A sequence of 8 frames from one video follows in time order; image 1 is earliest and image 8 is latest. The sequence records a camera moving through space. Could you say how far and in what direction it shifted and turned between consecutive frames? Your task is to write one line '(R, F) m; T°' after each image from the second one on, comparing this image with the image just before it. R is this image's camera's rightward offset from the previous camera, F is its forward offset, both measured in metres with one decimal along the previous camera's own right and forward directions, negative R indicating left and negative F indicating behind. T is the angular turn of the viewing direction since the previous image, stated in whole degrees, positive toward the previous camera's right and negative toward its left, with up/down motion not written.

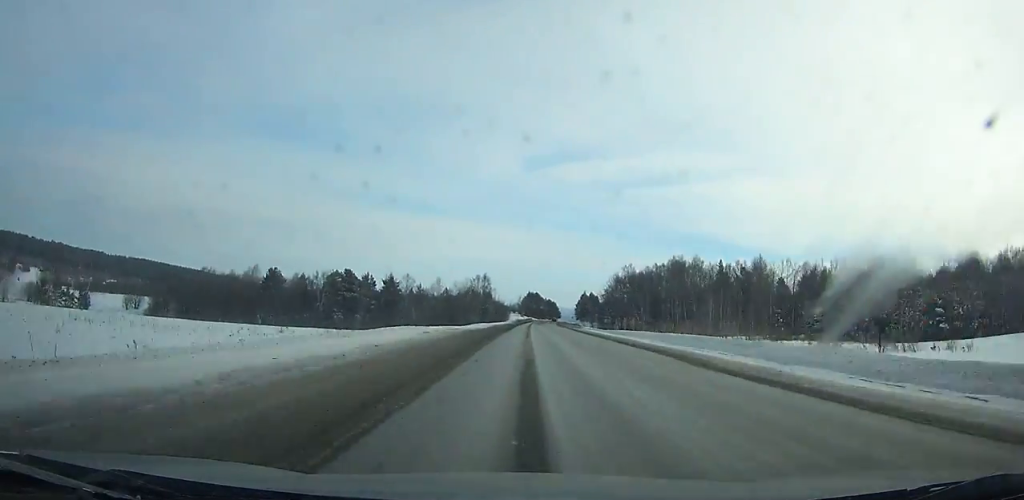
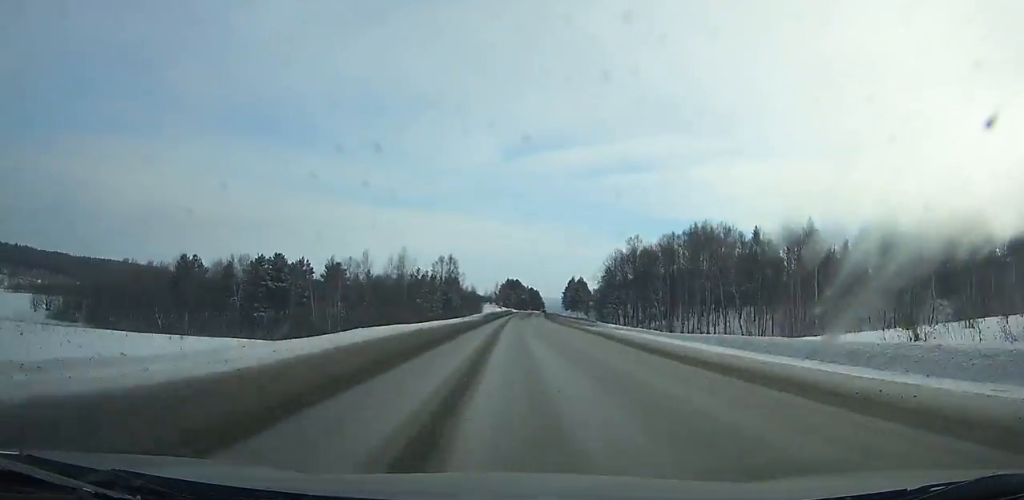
(+0.3, +42.5) m; +1°
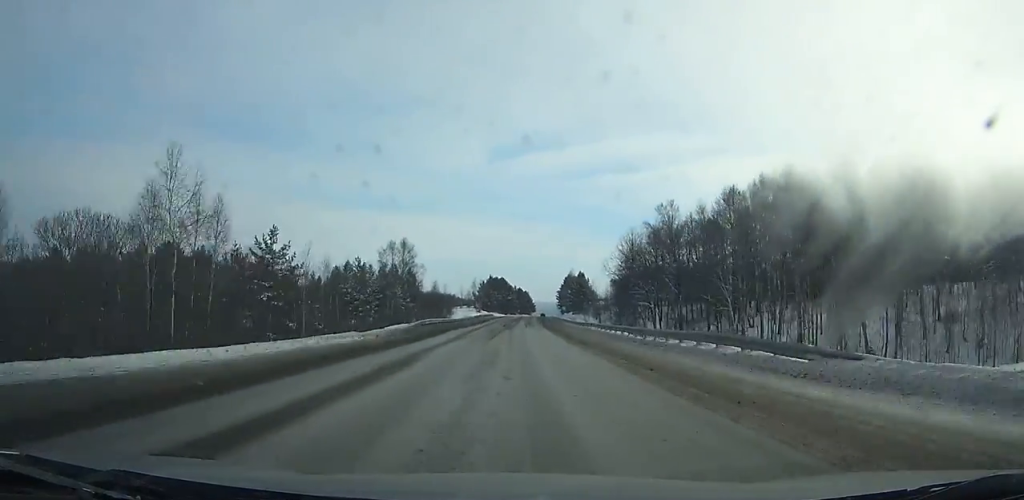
(+0.8, +45.9) m; +1°
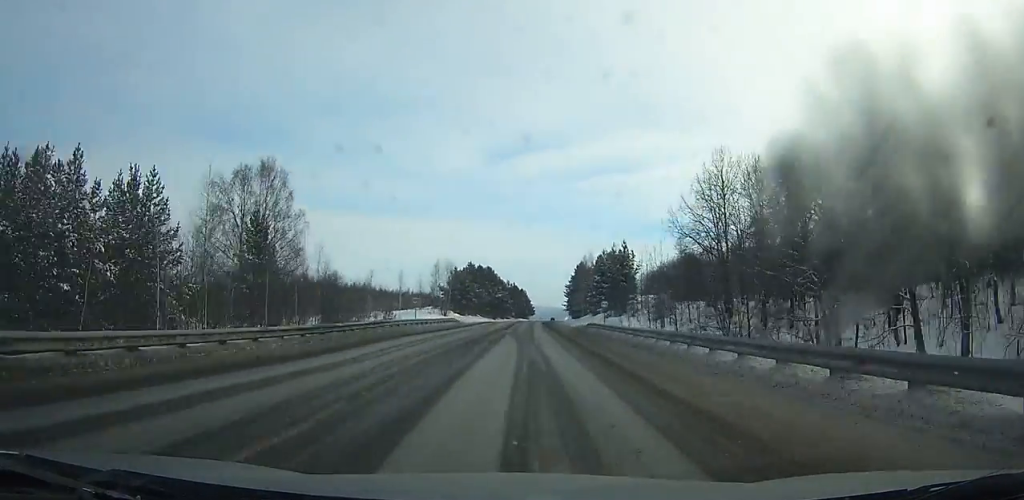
(+0.5, +61.8) m; +1°
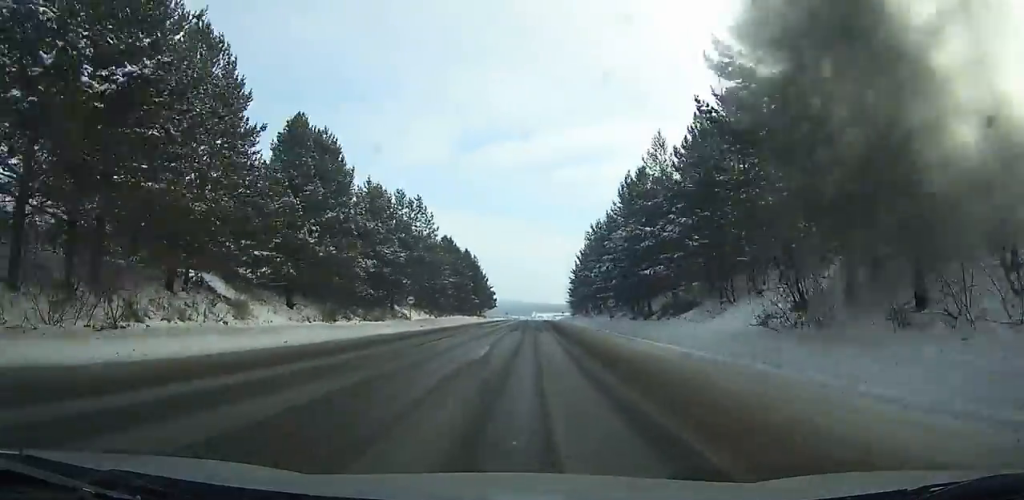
(+1.9, +144.6) m; +2°
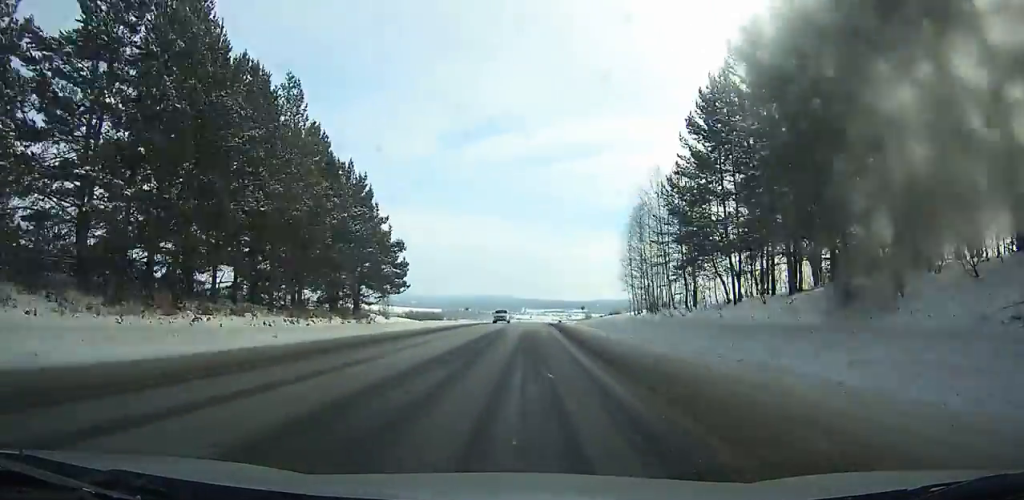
(+2.5, +99.8) m; +2°
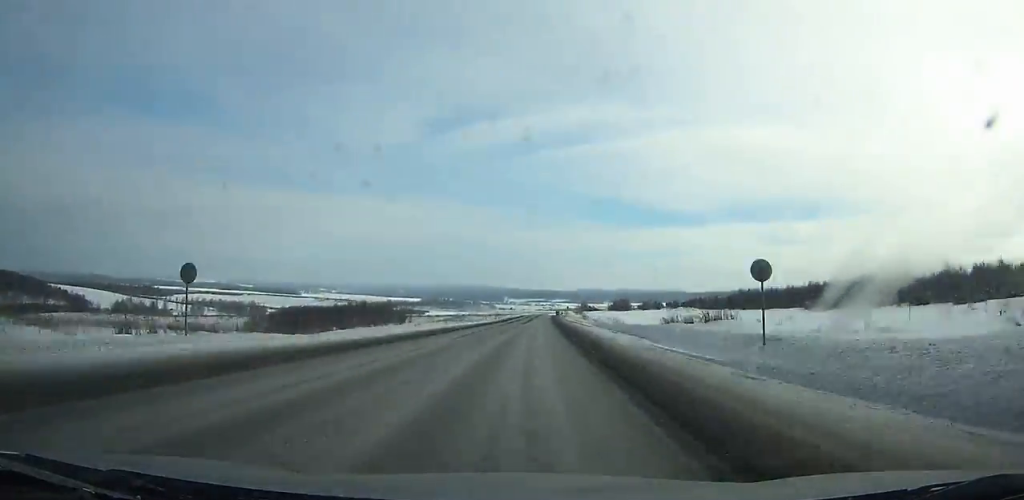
(+0.8, +74.6) m; +1°
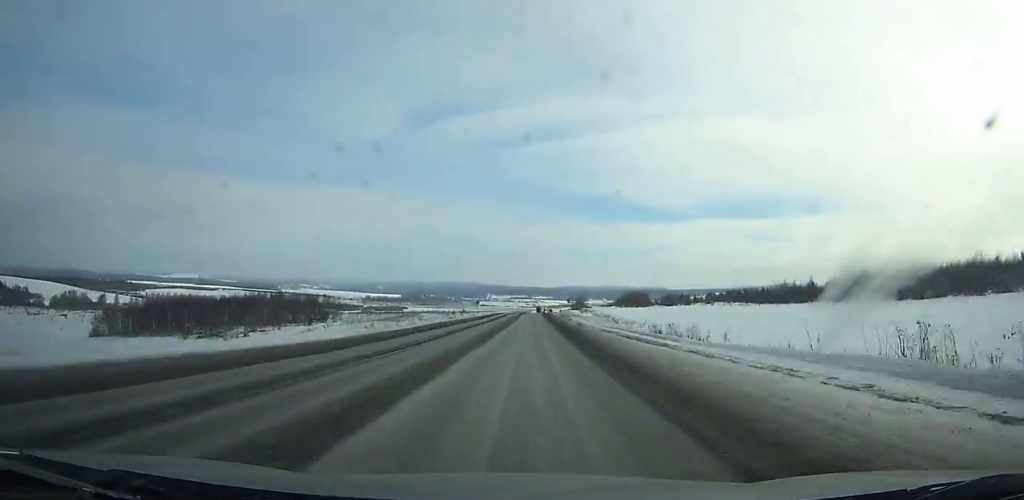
(+0.8, +66.8) m; +1°
